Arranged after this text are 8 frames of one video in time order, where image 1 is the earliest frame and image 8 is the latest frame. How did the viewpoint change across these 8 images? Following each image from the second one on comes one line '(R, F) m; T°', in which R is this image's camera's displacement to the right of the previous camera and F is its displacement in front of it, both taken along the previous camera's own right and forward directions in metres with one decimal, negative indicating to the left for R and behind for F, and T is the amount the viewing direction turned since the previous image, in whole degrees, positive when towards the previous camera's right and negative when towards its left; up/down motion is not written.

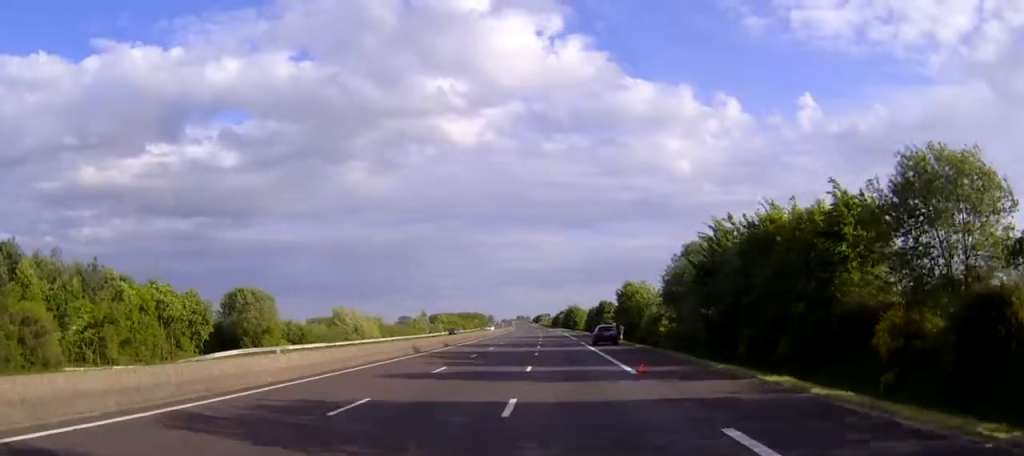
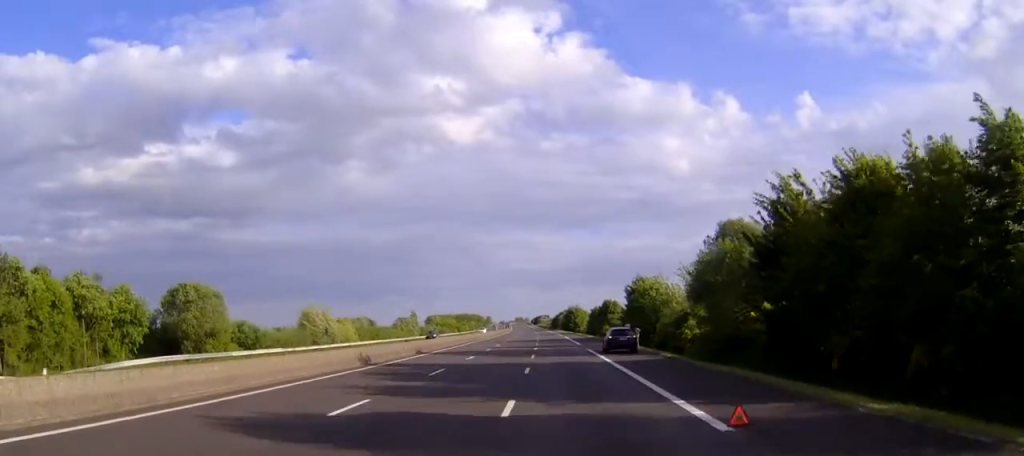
(0.0, +13.1) m; 0°
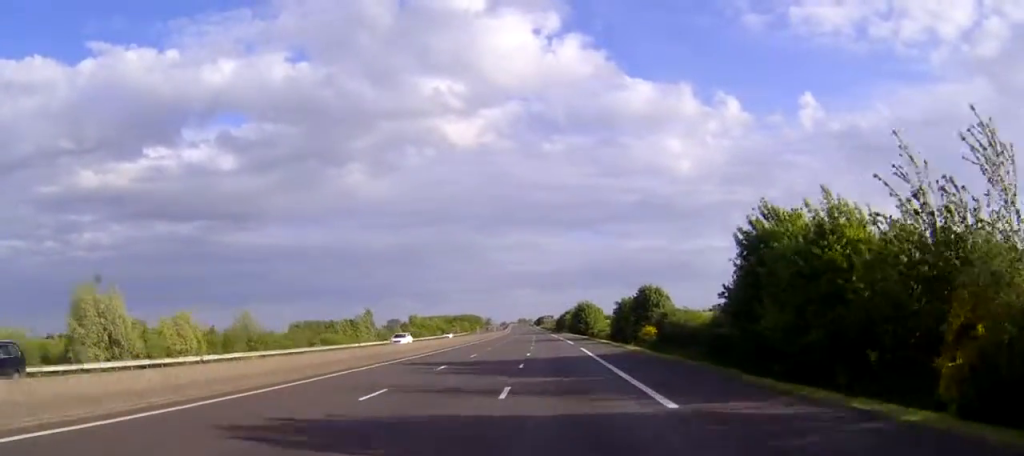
(-0.2, +48.5) m; 0°
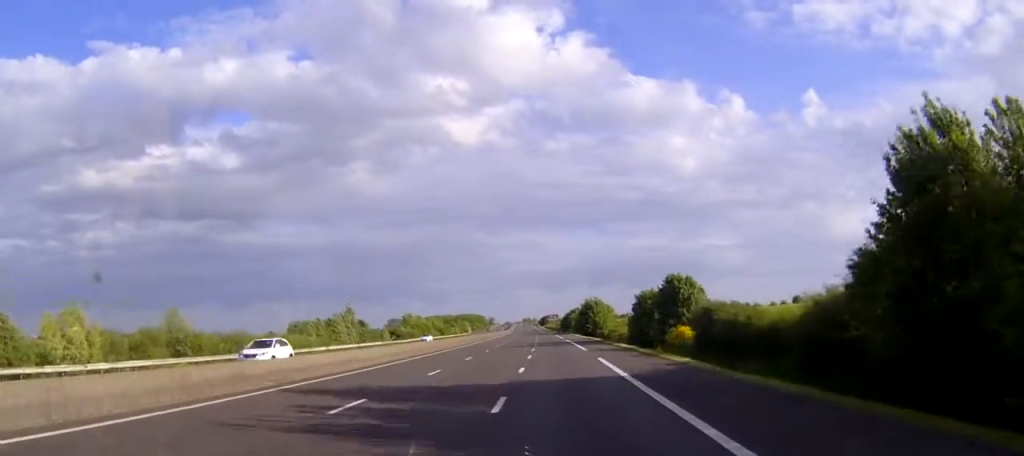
(0.0, +15.8) m; 0°
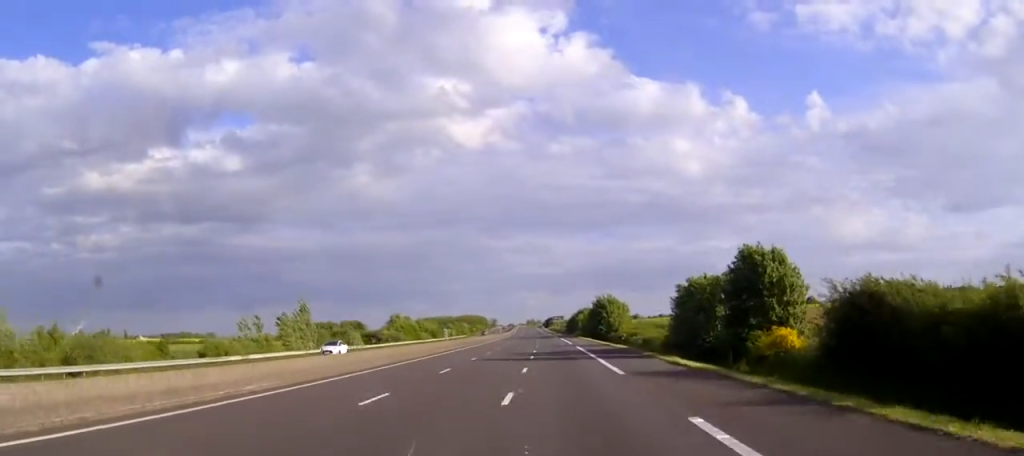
(-0.1, +24.3) m; 0°
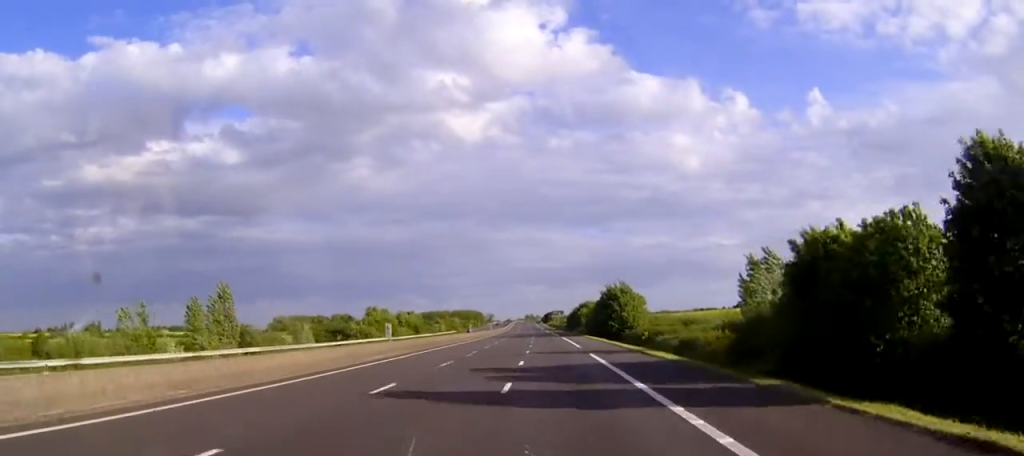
(0.0, +24.3) m; 0°
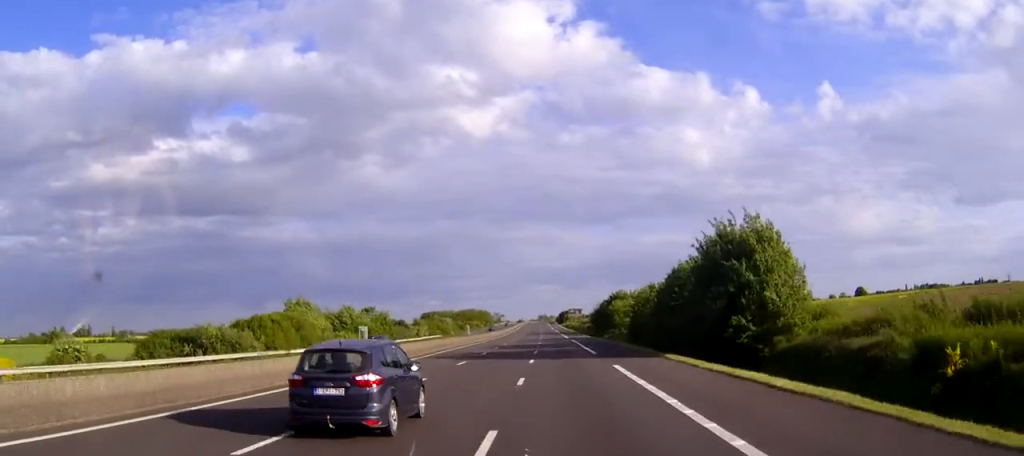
(-0.5, +61.7) m; -1°
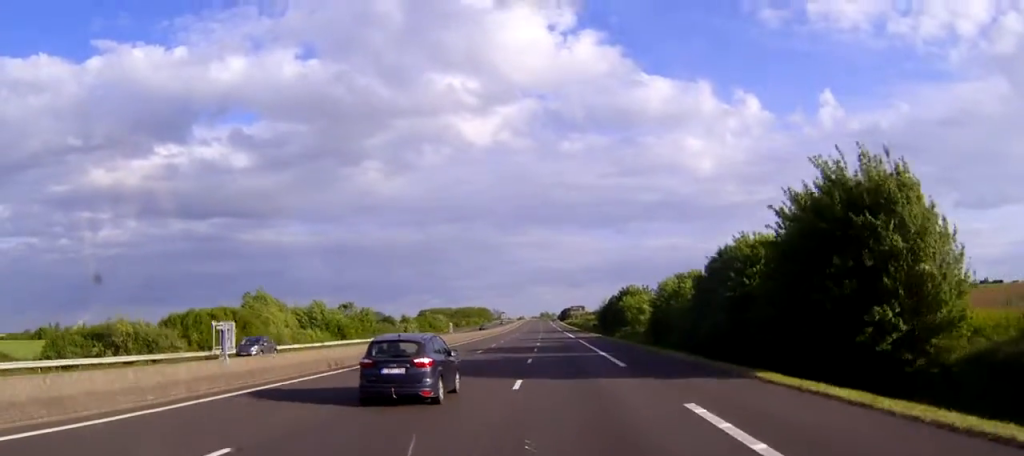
(0.0, +16.9) m; 0°
